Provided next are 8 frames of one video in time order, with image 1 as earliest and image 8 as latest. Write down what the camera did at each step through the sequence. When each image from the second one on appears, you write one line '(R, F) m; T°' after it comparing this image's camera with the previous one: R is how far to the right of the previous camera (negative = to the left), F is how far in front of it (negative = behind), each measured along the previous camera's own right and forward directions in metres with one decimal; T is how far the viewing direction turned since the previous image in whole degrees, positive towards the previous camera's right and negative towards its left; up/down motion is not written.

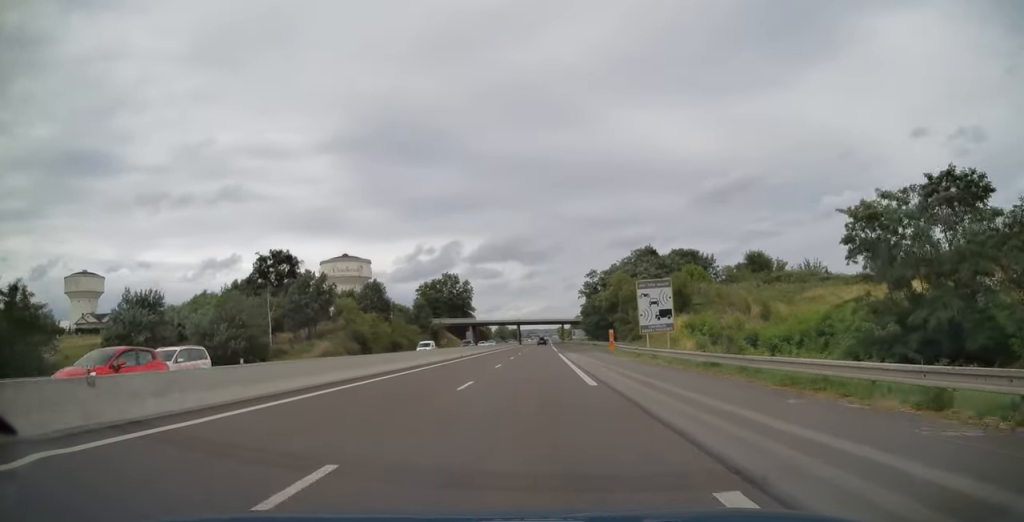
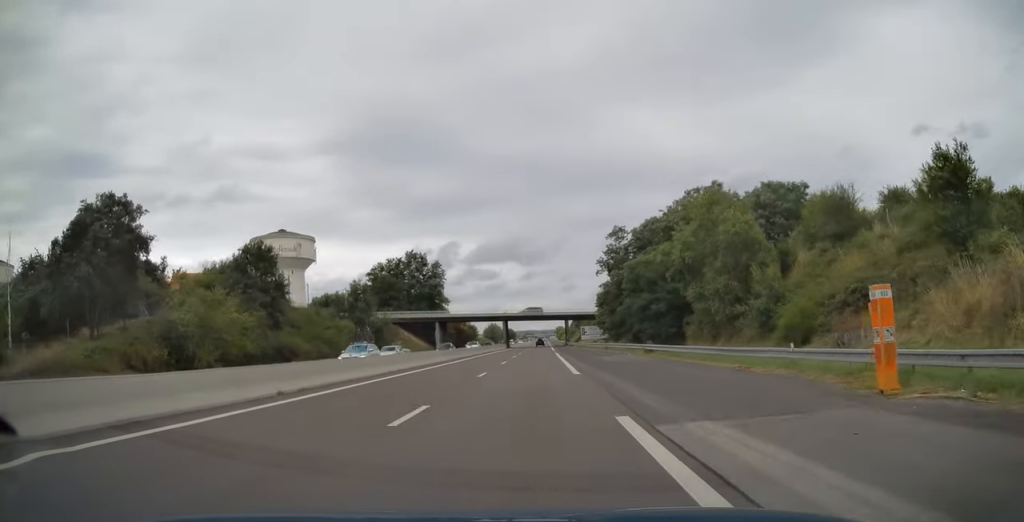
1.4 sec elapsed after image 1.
(+0.2, +46.4) m; 0°
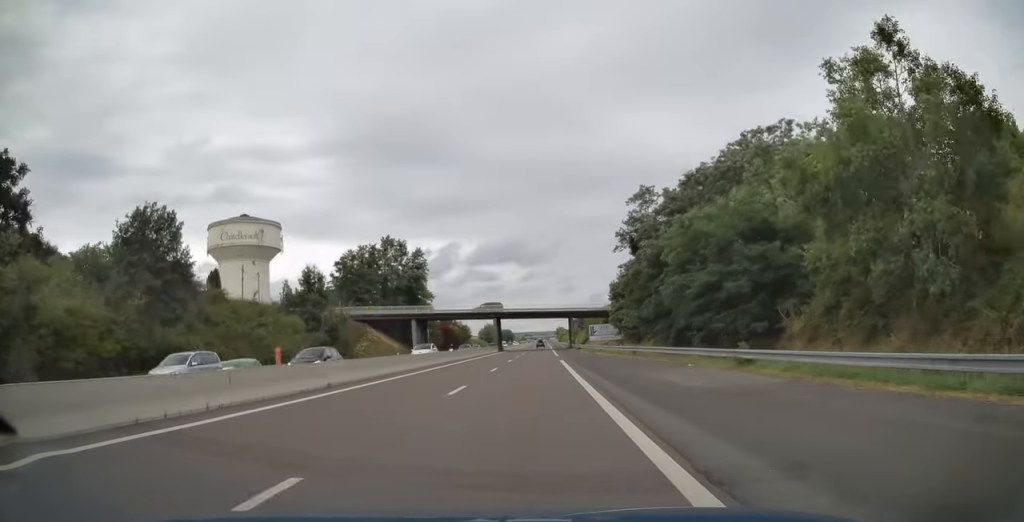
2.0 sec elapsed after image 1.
(0.0, +20.0) m; 0°
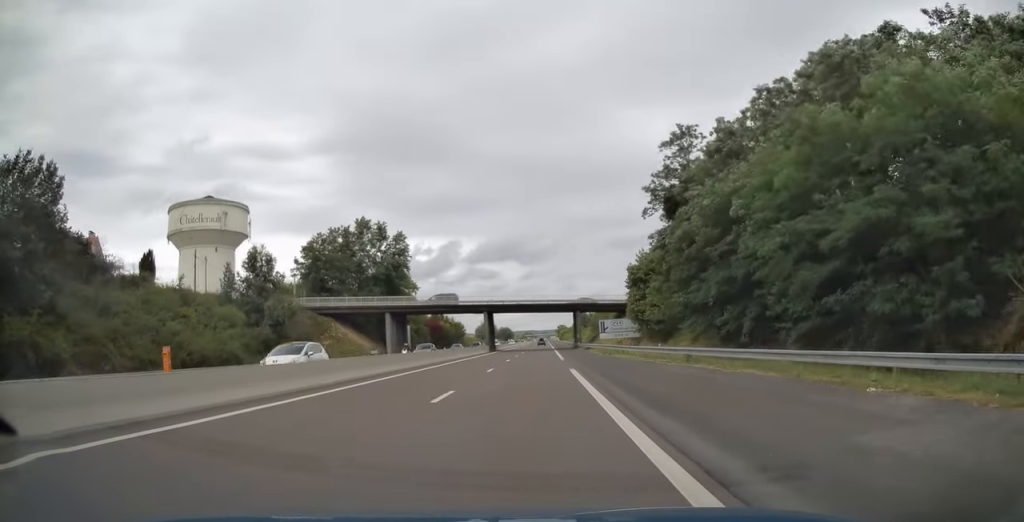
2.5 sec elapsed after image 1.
(0.0, +15.6) m; 0°
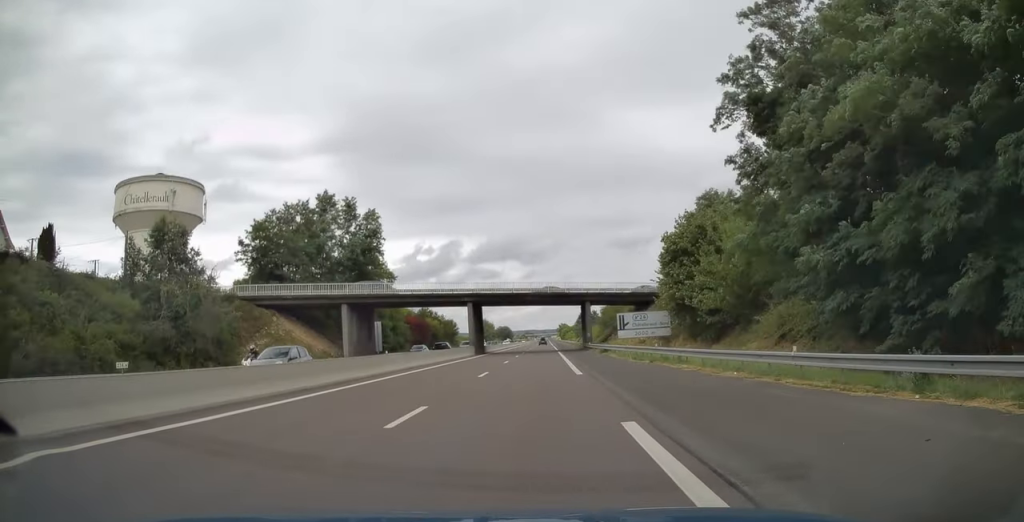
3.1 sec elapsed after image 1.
(+0.1, +17.1) m; 0°
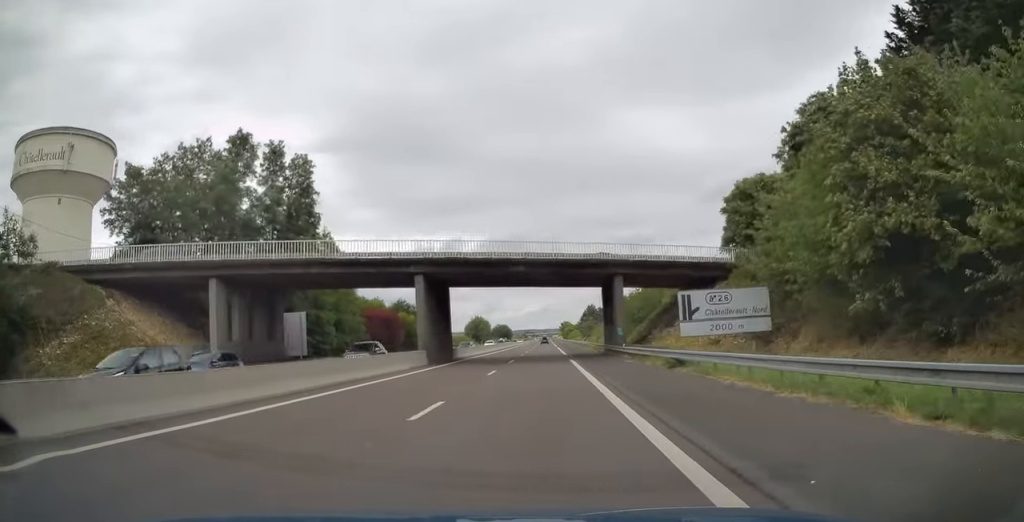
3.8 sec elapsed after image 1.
(0.0, +25.2) m; 0°
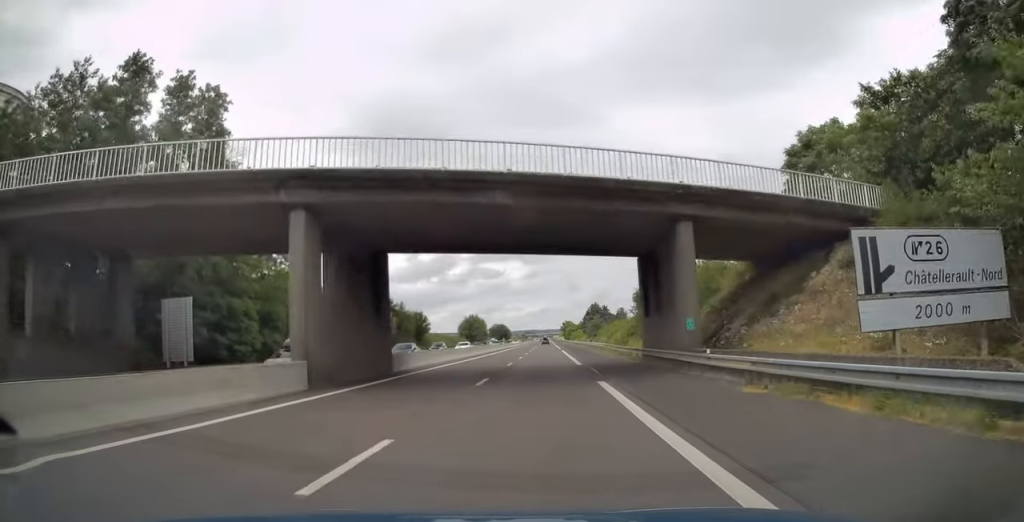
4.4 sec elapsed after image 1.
(0.0, +18.3) m; 0°
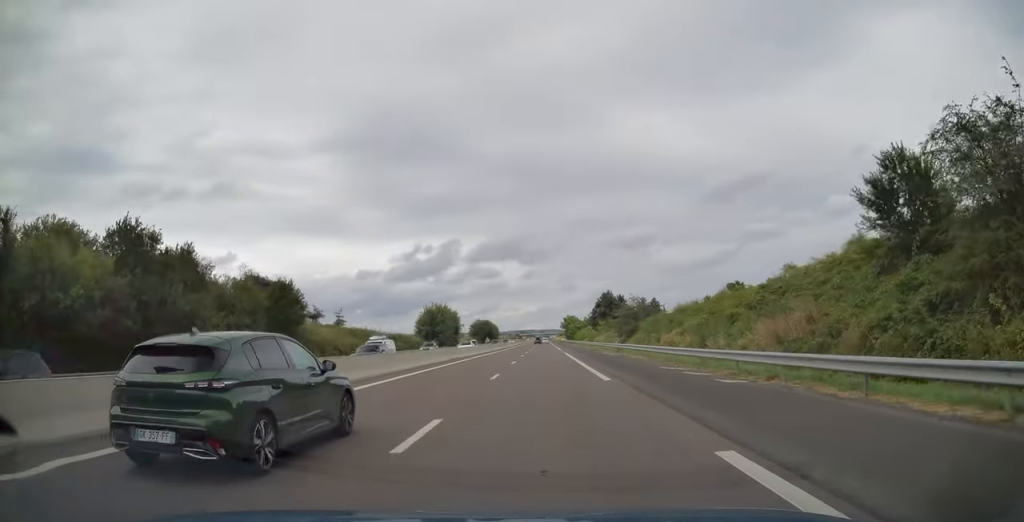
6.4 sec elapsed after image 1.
(-0.3, +63.4) m; 0°
